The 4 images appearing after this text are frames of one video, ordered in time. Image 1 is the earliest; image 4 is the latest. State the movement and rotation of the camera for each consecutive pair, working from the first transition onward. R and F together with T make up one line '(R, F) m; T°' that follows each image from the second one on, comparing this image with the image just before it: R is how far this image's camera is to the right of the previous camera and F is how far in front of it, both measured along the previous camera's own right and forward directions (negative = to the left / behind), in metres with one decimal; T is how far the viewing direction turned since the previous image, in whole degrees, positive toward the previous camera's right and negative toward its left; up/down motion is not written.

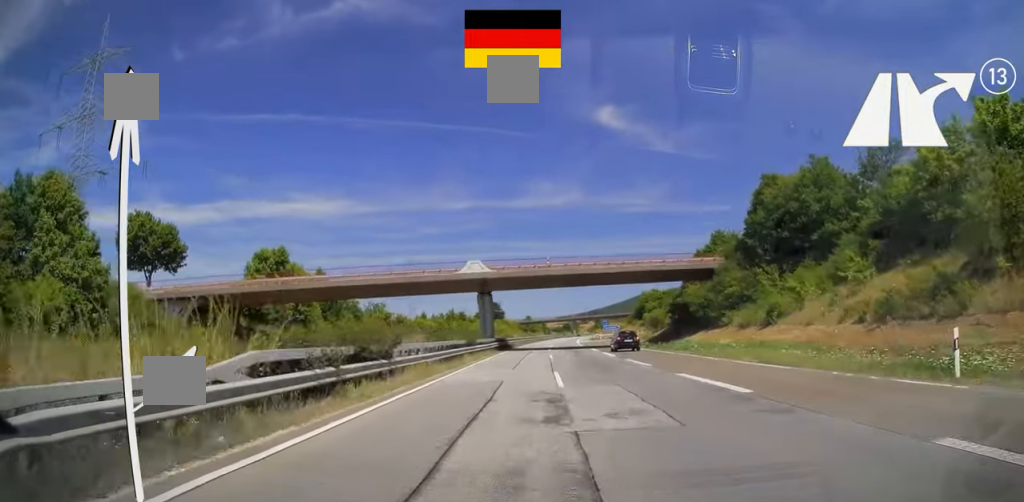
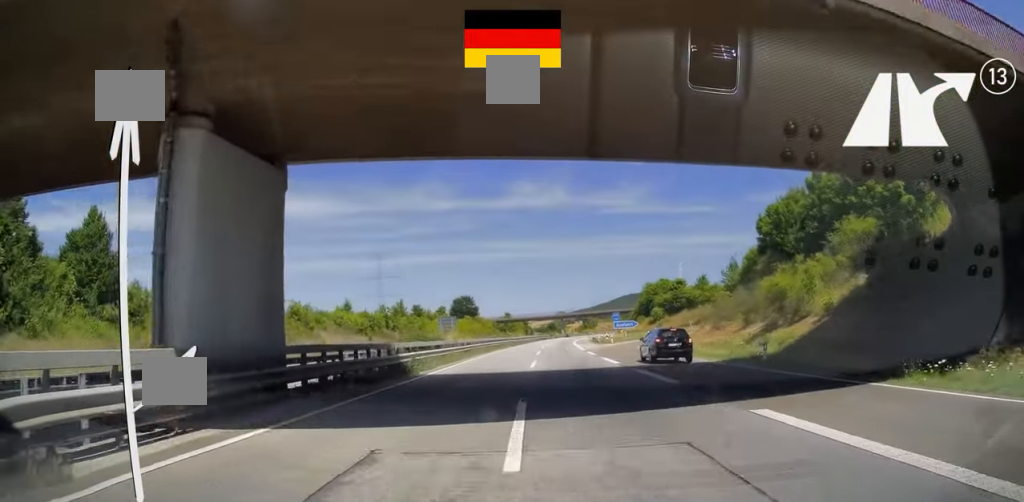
(+0.7, +44.5) m; +2°
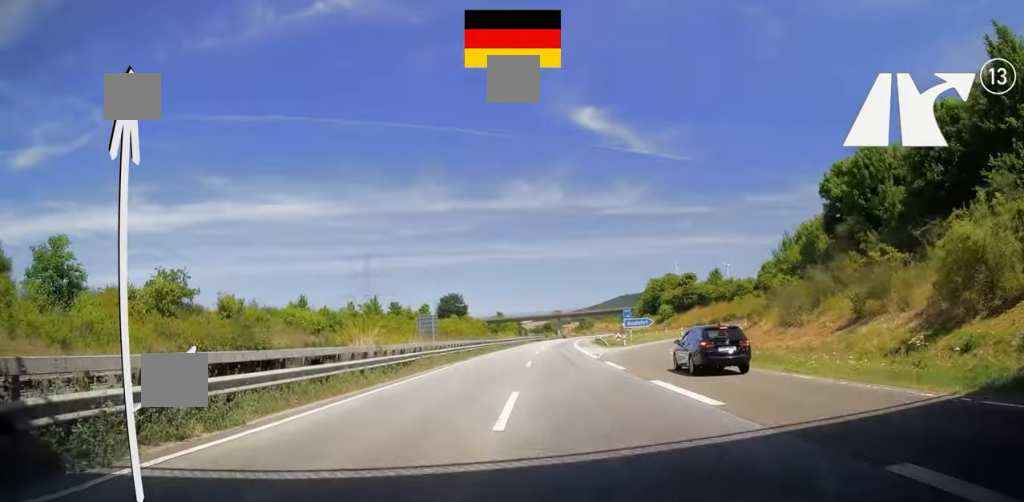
(+0.1, +16.3) m; +1°
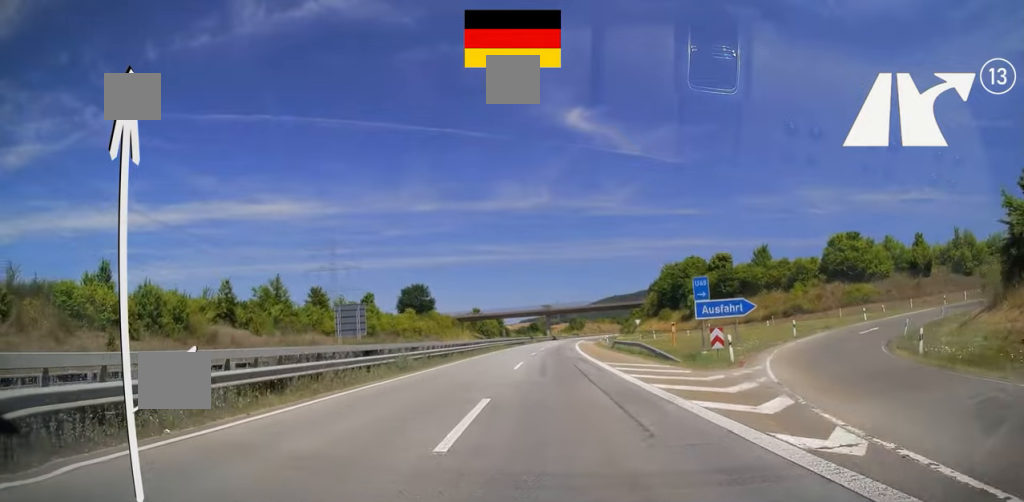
(+0.4, +37.7) m; +1°
